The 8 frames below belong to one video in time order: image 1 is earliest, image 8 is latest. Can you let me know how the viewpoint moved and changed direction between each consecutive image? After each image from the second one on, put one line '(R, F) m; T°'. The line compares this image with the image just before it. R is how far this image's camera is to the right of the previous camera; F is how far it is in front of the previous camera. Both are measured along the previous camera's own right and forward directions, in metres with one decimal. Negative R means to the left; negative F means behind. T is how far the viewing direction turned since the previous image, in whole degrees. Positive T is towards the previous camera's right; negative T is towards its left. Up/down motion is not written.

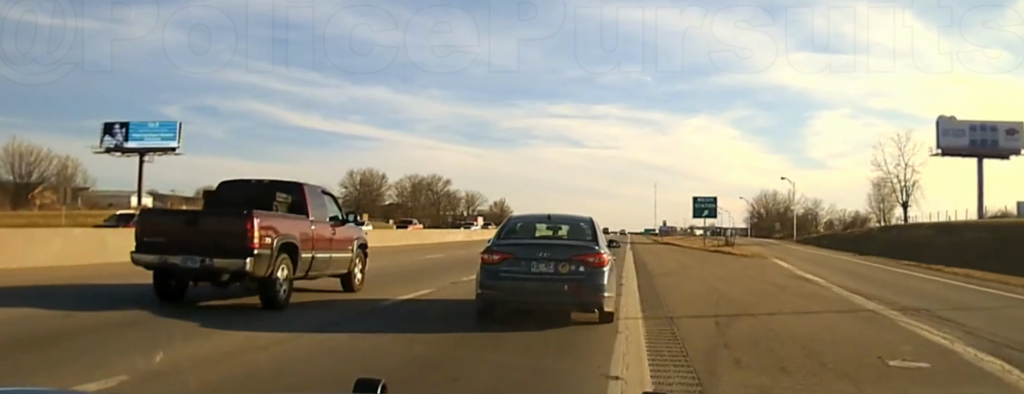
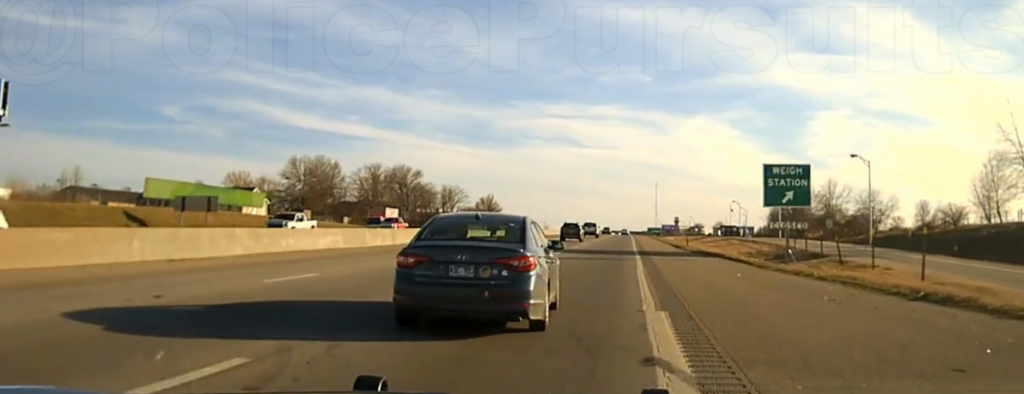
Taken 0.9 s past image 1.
(0.0, +32.4) m; 0°
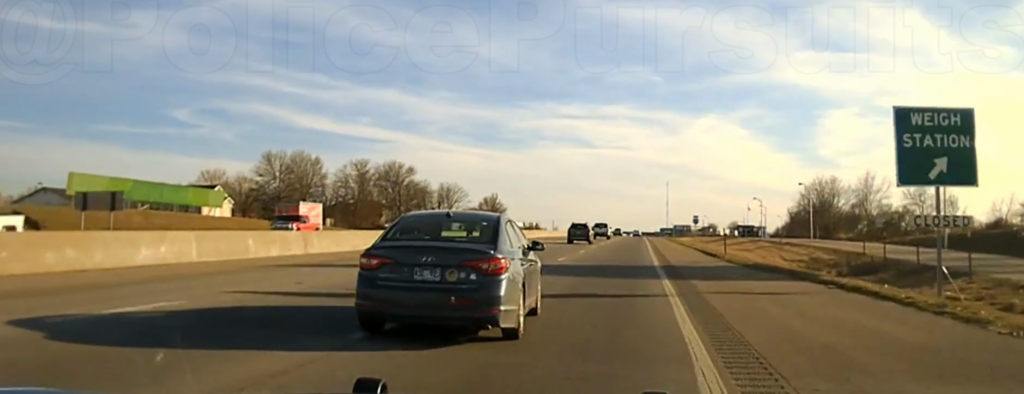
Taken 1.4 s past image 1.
(0.0, +17.6) m; 0°
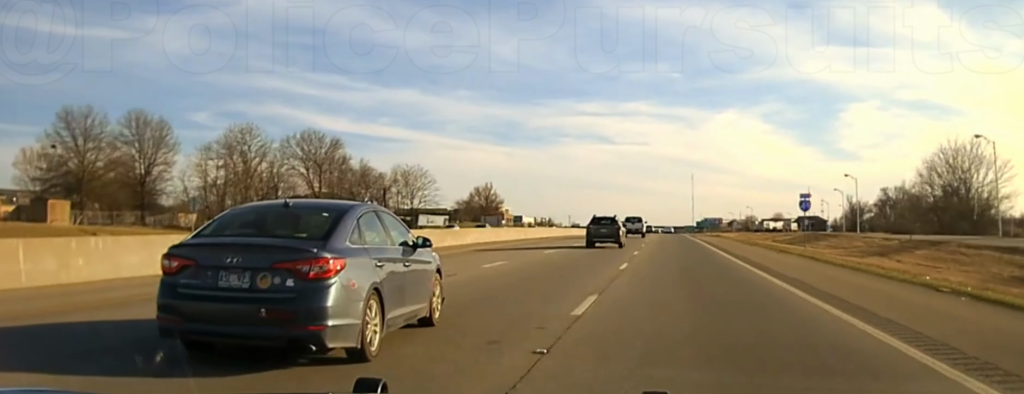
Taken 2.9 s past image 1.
(-0.5, +77.8) m; -1°
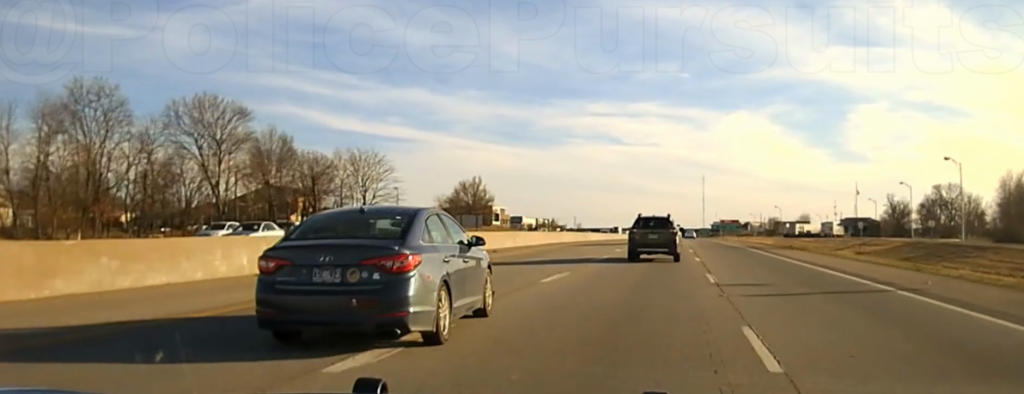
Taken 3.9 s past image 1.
(-0.4, +50.3) m; -1°
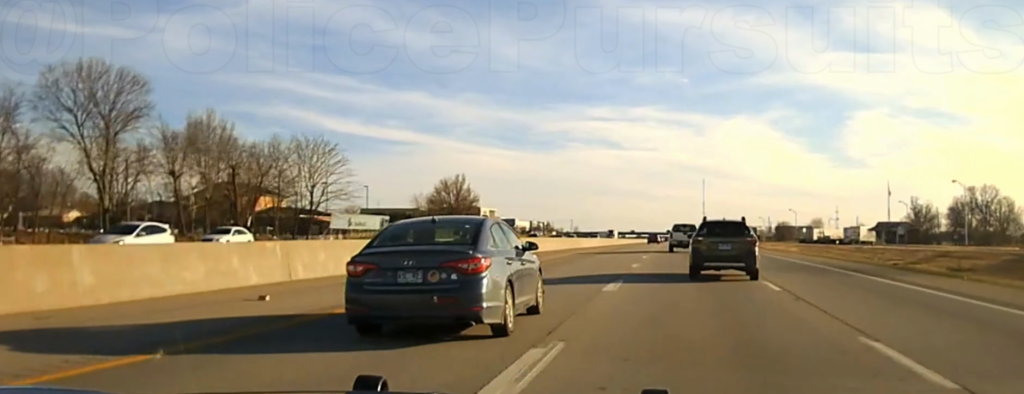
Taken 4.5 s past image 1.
(-0.1, +28.1) m; 0°
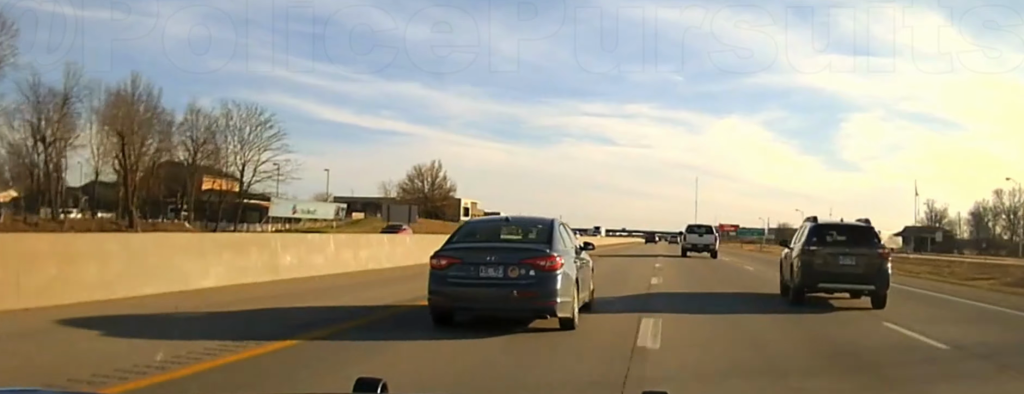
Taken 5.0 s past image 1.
(-0.1, +25.6) m; 0°
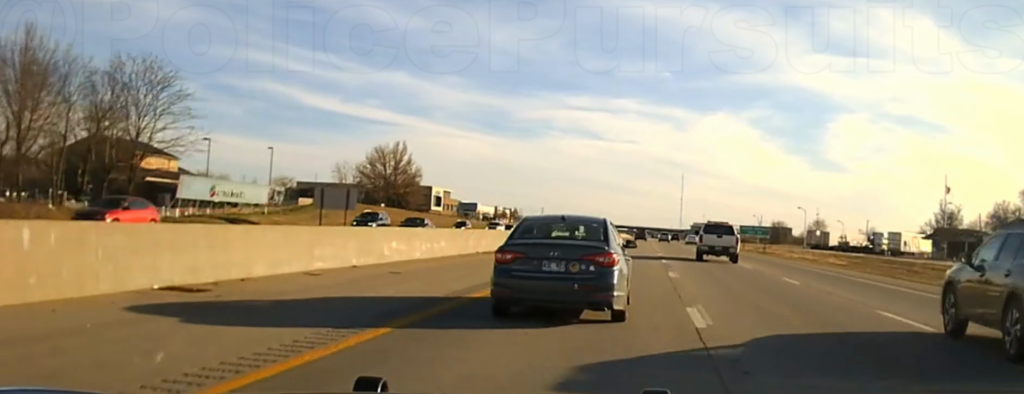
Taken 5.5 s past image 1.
(+0.1, +22.1) m; +1°
